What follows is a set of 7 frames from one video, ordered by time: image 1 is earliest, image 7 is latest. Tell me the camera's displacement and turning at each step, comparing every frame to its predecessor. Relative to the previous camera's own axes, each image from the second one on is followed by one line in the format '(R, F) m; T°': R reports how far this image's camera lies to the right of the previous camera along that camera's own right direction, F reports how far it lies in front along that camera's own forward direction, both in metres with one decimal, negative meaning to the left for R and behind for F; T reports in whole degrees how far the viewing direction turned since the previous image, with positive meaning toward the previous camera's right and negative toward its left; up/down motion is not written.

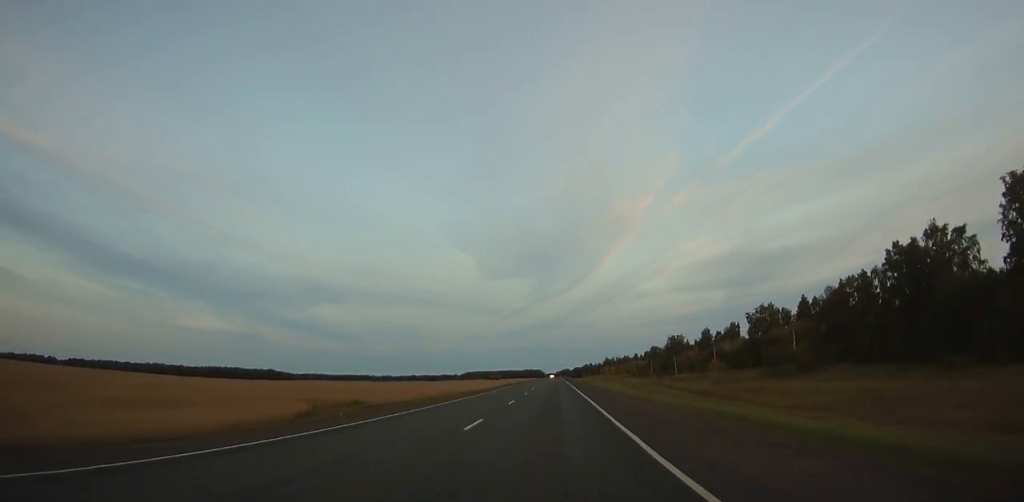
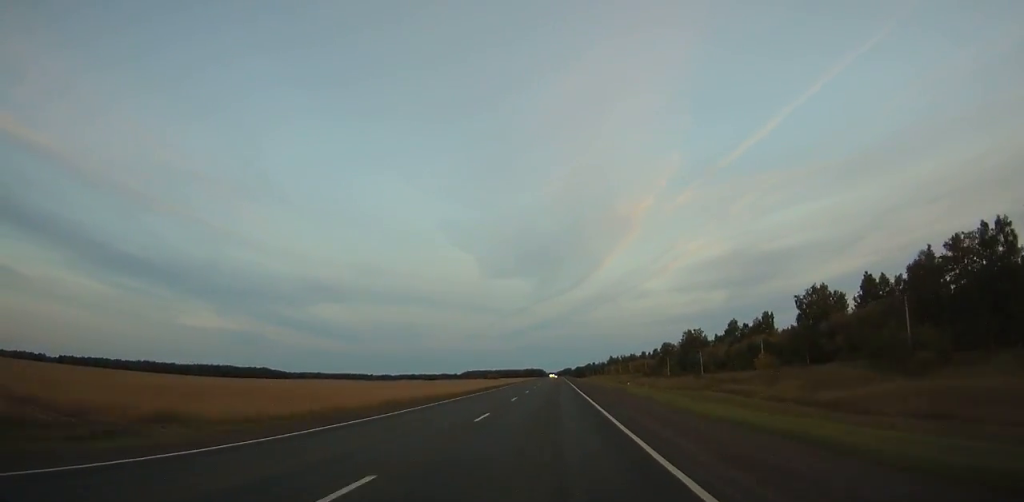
(+0.1, +33.2) m; 0°
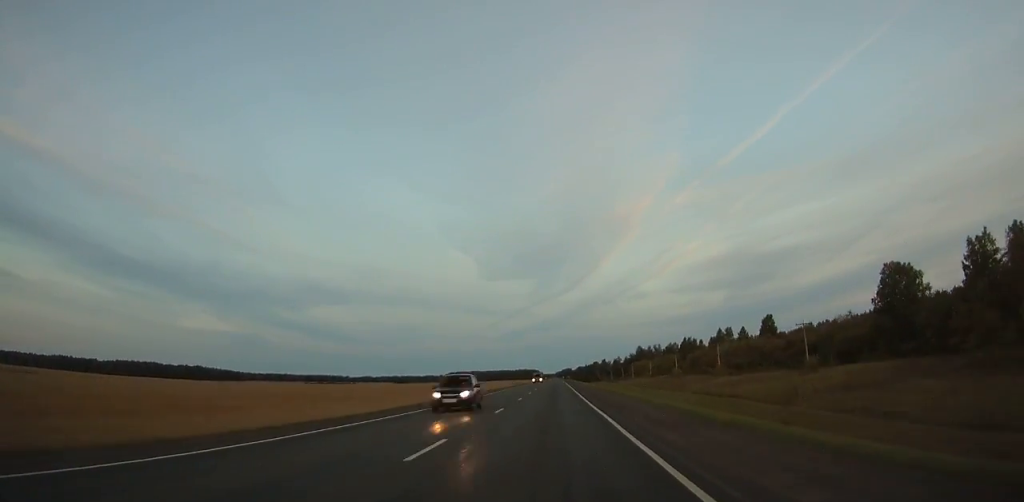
(+0.1, +222.8) m; 0°
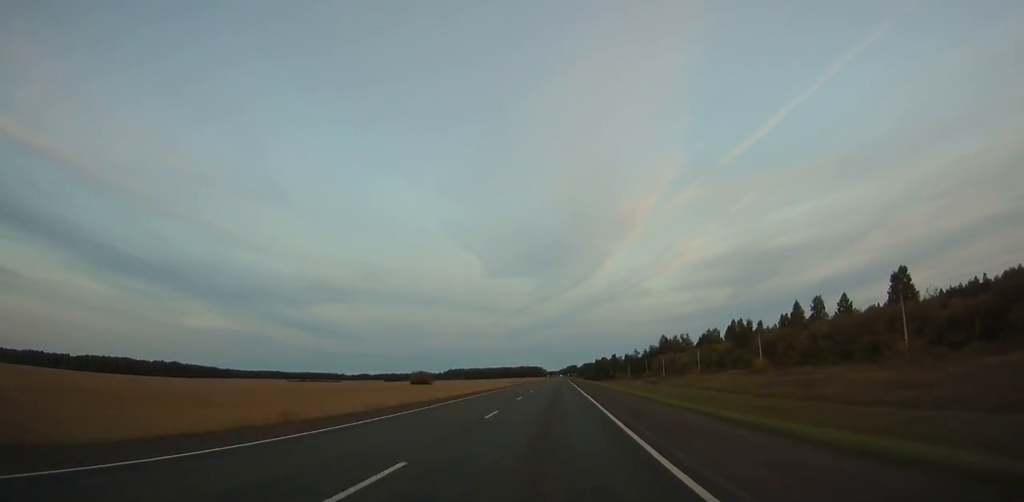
(-0.2, +75.0) m; 0°
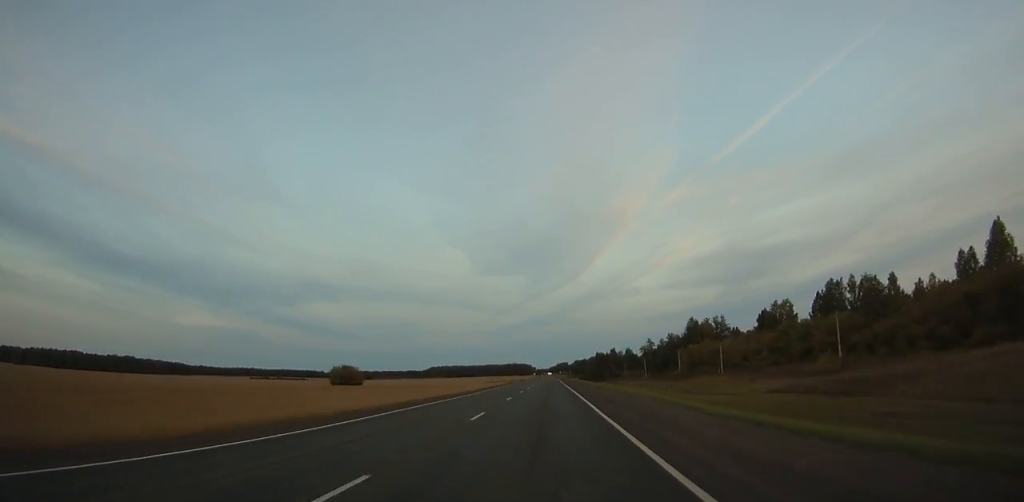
(0.0, +83.8) m; 0°
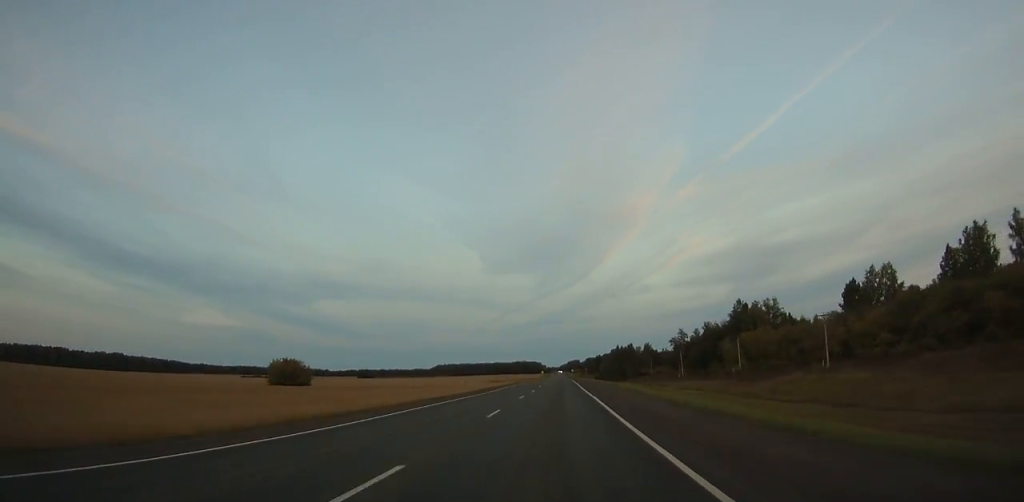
(0.0, +46.0) m; 0°
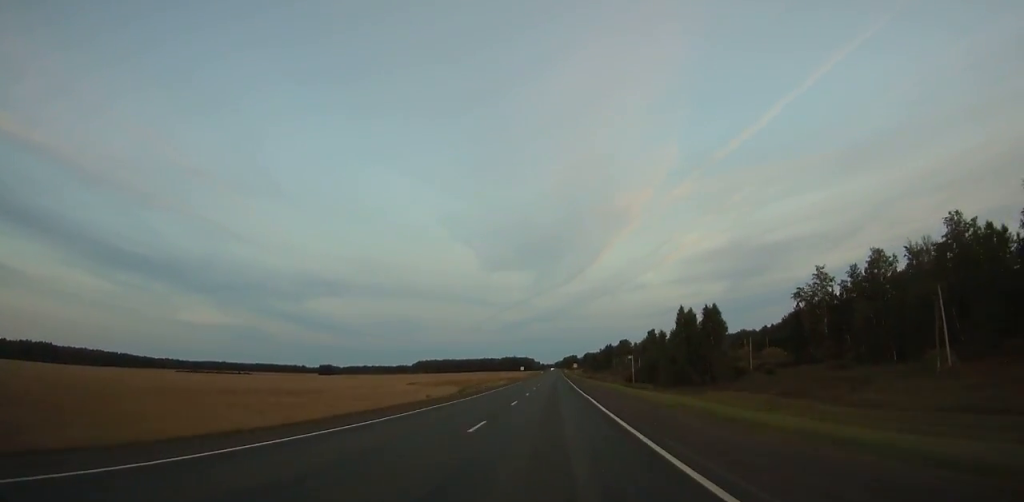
(+0.2, +124.1) m; 0°
